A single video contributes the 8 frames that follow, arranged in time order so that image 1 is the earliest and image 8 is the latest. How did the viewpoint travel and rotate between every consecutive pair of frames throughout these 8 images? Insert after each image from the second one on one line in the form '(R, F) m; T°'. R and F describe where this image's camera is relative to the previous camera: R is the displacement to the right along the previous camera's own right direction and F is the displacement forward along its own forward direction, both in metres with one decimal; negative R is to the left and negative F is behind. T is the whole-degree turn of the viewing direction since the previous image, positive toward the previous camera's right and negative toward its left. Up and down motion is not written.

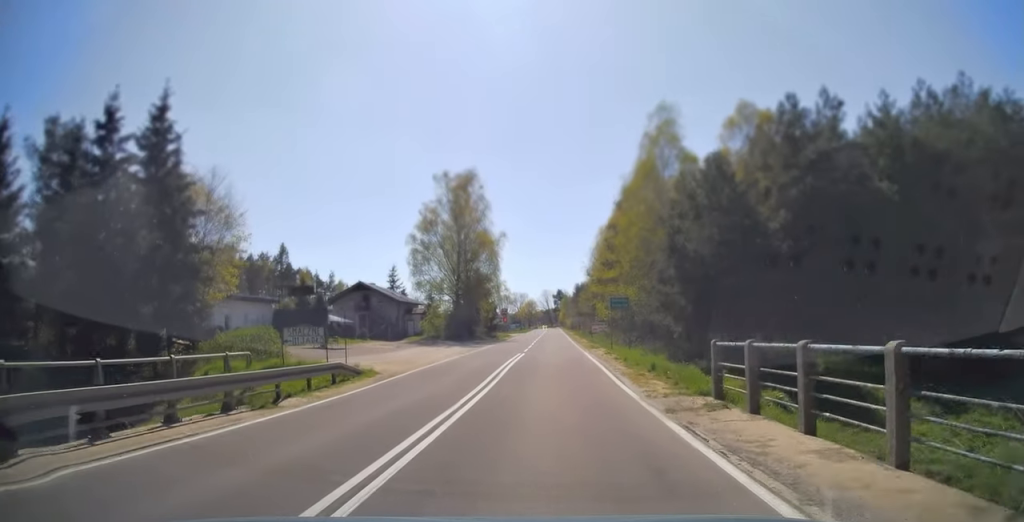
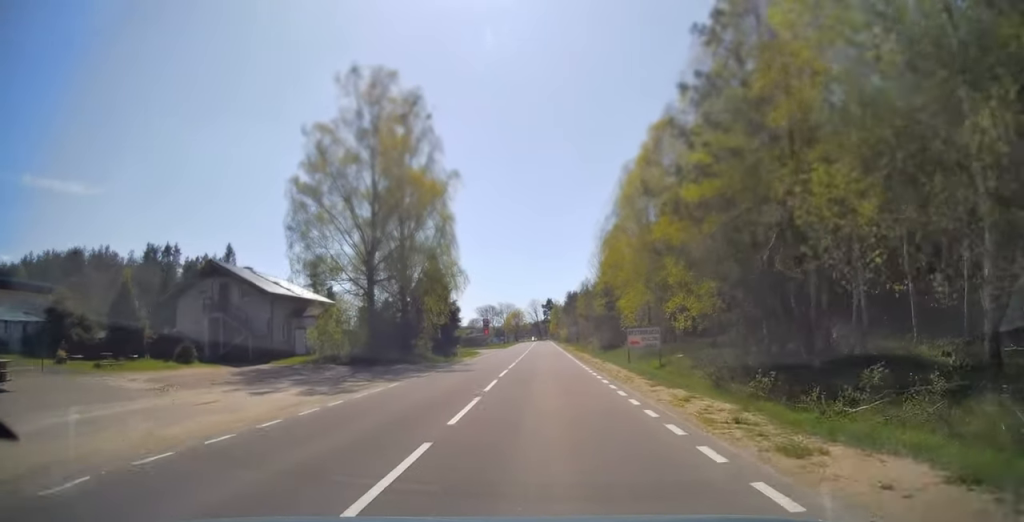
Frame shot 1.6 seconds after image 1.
(+0.5, +31.0) m; +1°
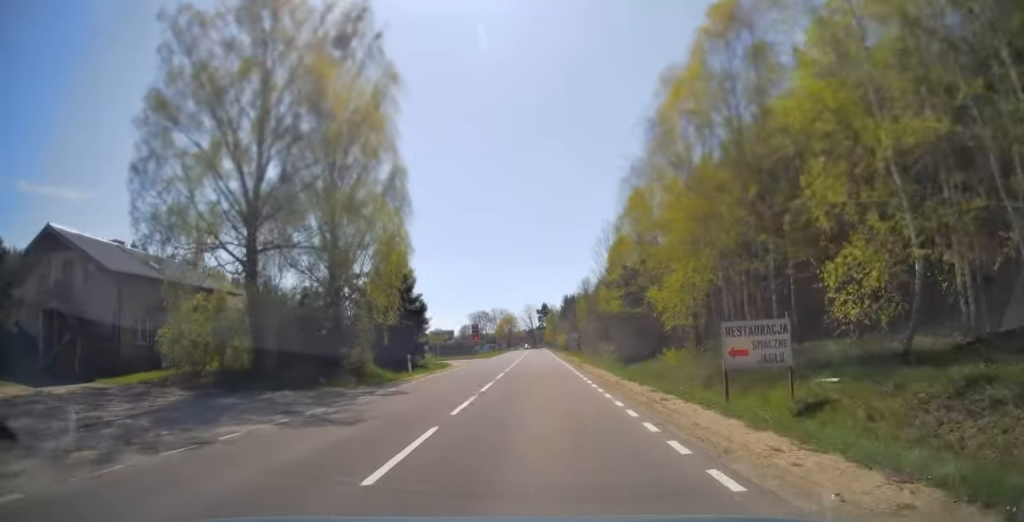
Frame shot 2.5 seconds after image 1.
(-0.1, +15.9) m; 0°
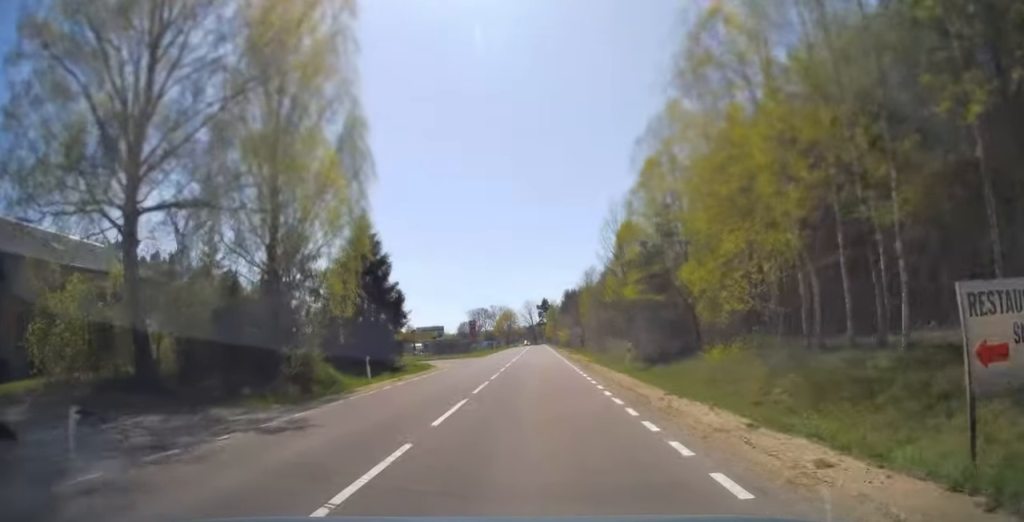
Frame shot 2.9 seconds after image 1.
(0.0, +7.8) m; 0°
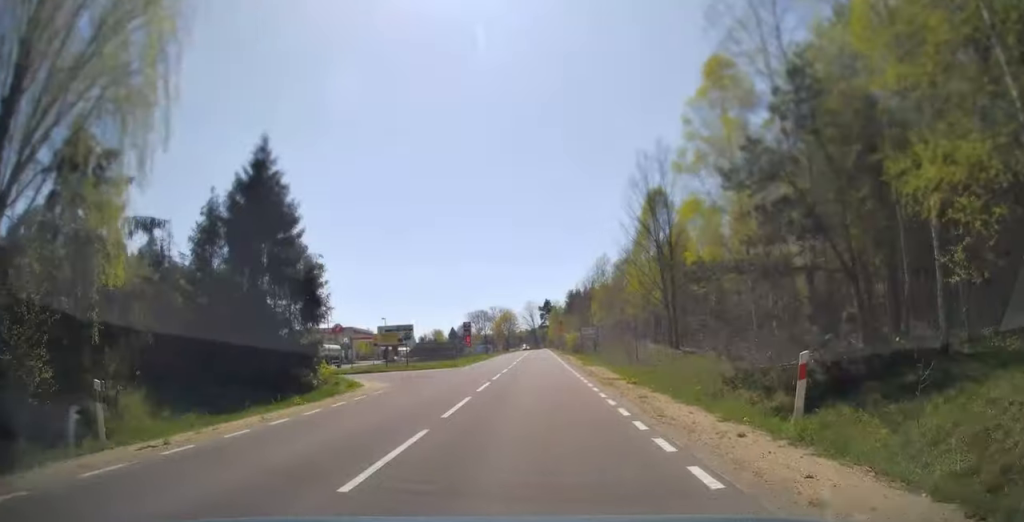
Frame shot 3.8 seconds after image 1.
(0.0, +16.2) m; 0°
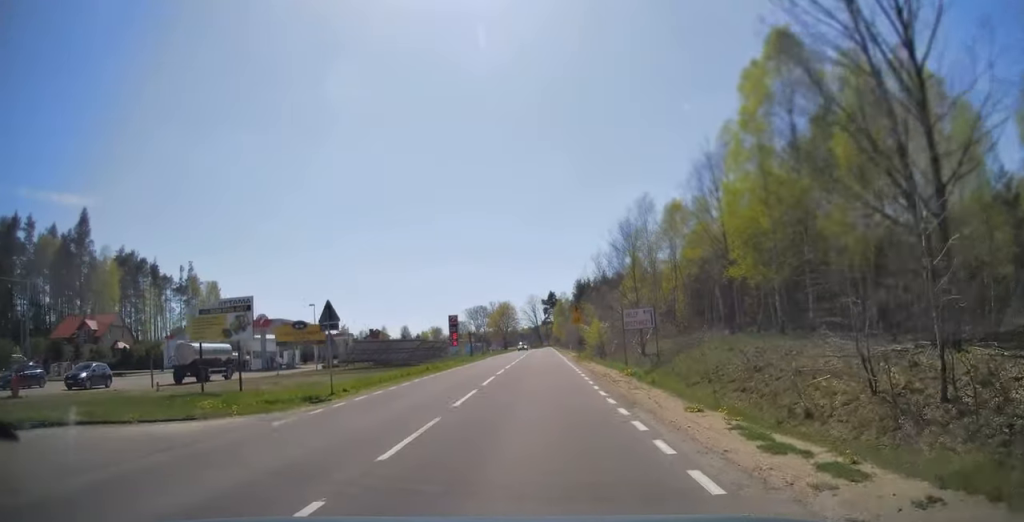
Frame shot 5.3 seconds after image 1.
(0.0, +28.0) m; 0°
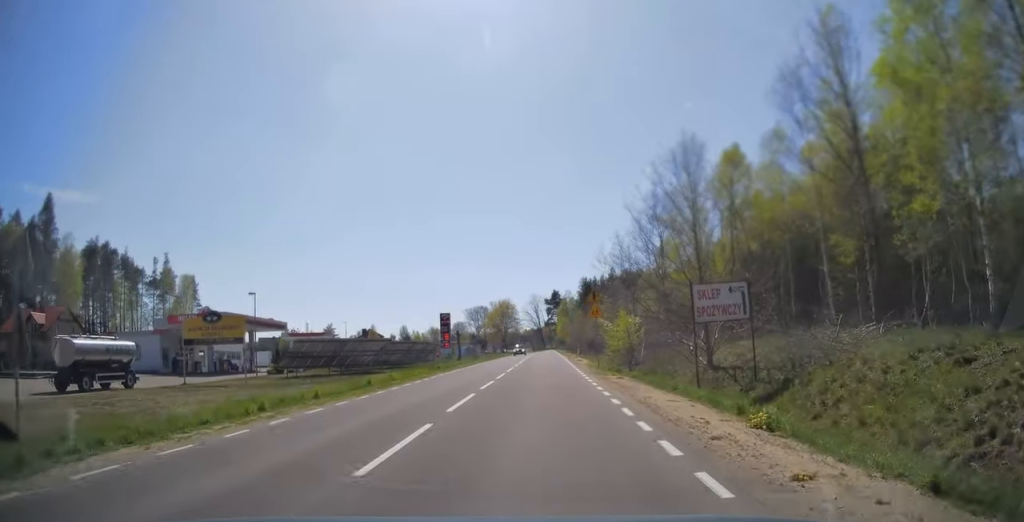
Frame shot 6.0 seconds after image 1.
(0.0, +13.1) m; 0°
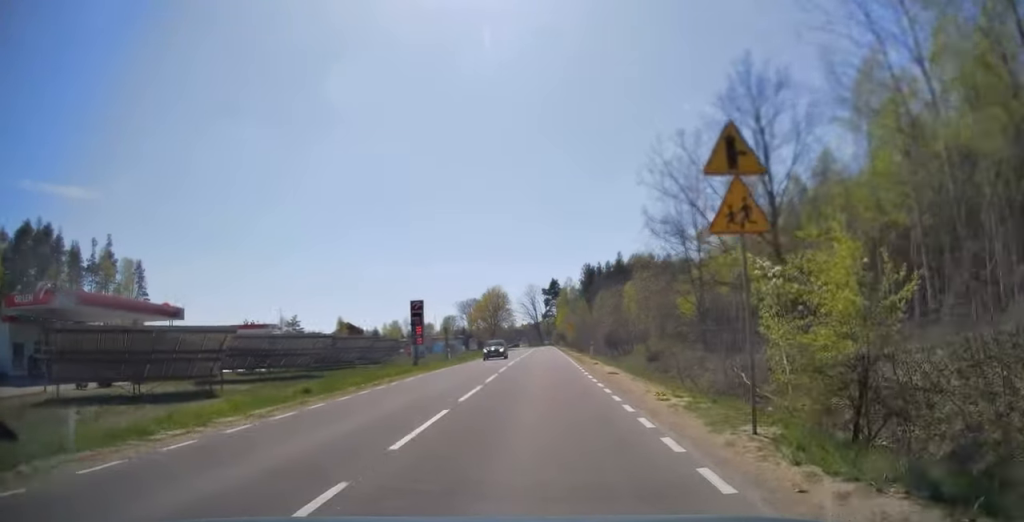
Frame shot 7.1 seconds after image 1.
(0.0, +22.0) m; 0°
